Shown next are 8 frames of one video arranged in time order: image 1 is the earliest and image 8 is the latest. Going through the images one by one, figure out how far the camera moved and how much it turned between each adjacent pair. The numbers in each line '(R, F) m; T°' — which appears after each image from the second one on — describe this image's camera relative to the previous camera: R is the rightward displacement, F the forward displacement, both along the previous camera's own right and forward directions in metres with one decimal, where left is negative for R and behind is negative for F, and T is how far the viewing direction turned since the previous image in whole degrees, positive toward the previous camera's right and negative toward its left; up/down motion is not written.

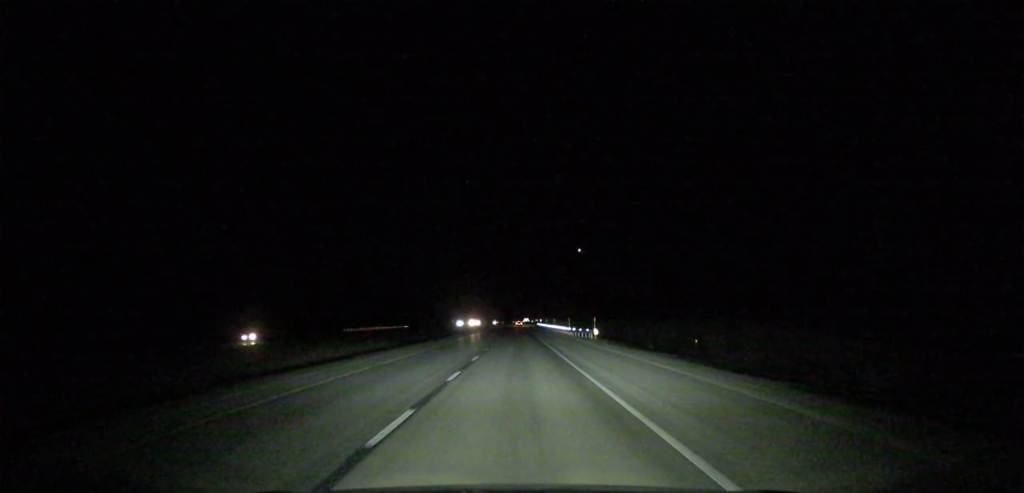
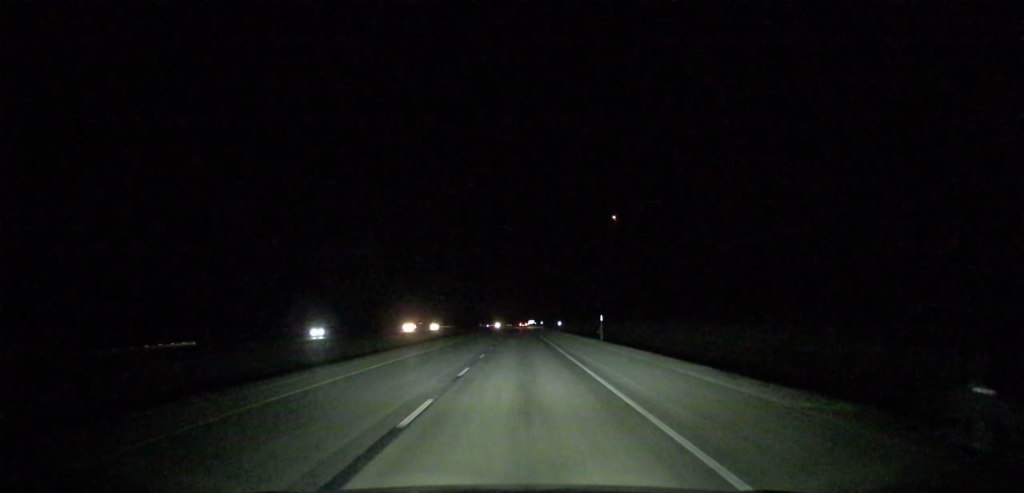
(-1.3, +192.6) m; 0°
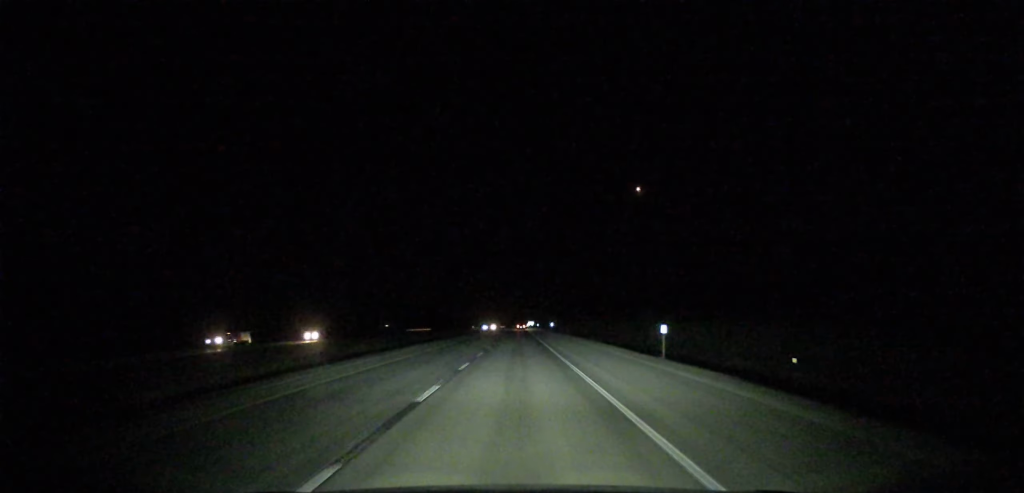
(+0.1, +86.1) m; 0°
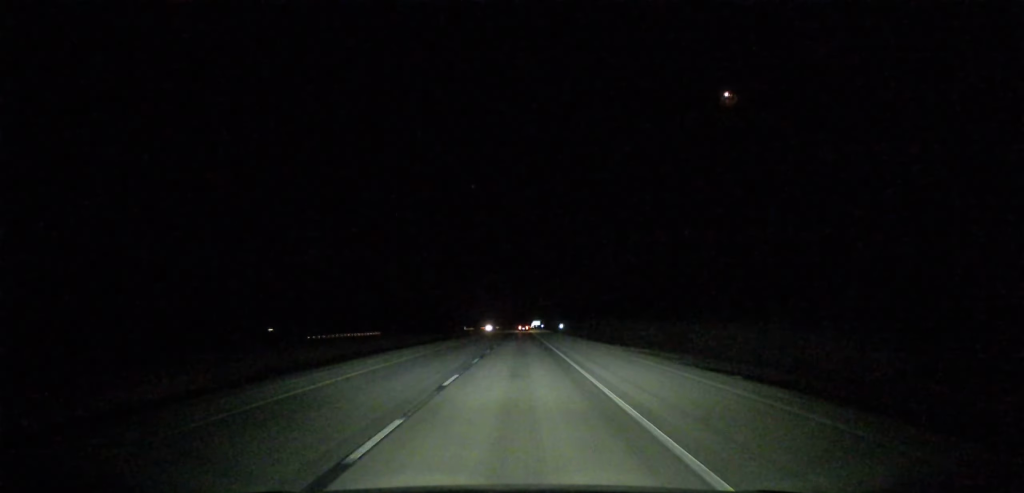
(+0.1, +130.7) m; 0°
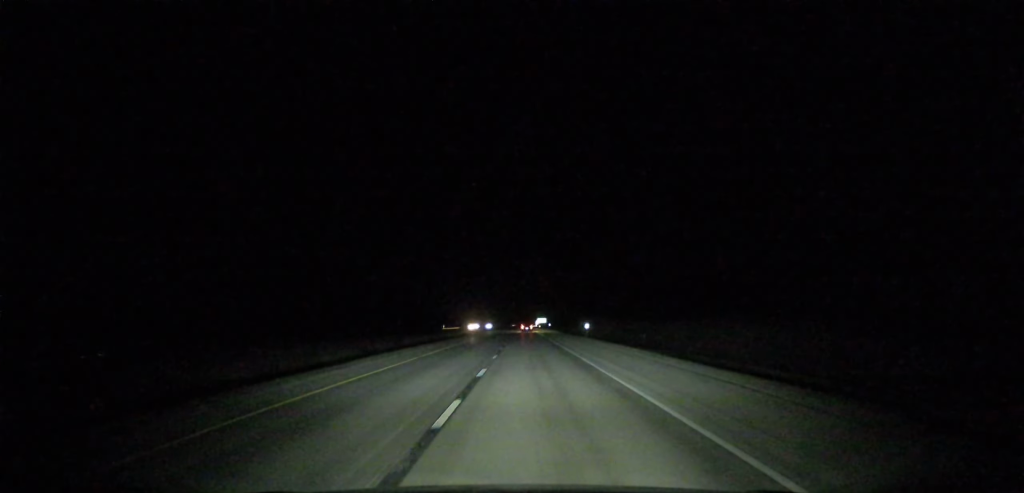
(-0.3, +149.0) m; 0°
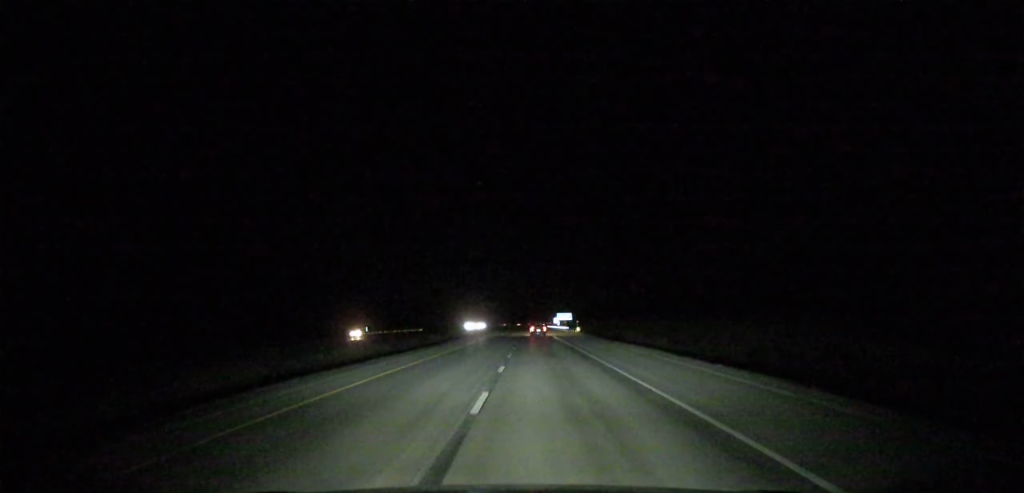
(-0.4, +204.5) m; 0°
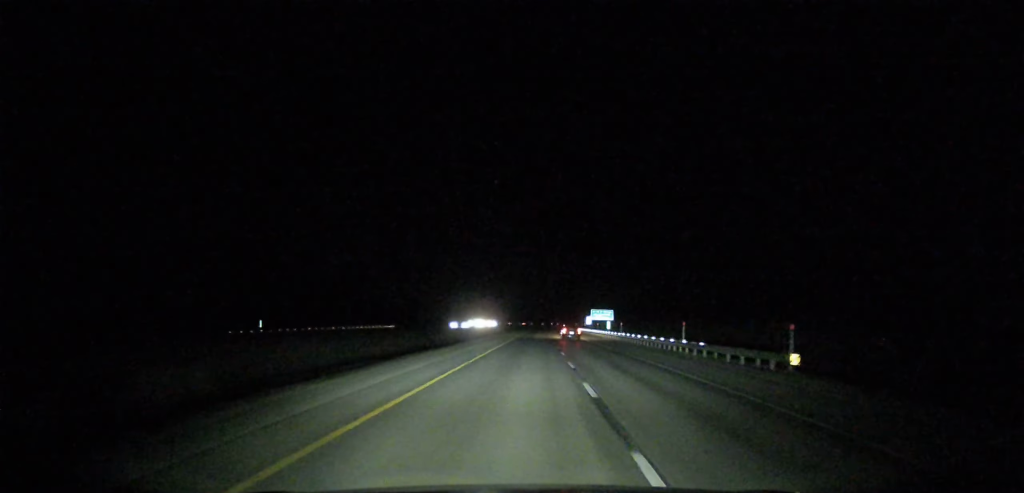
(-0.5, +87.3) m; 0°
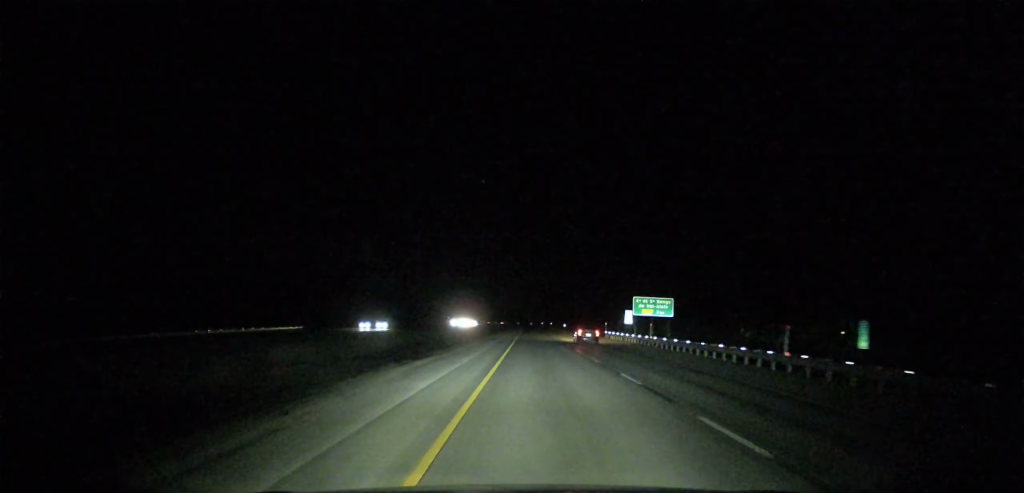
(-0.6, +78.2) m; 0°
